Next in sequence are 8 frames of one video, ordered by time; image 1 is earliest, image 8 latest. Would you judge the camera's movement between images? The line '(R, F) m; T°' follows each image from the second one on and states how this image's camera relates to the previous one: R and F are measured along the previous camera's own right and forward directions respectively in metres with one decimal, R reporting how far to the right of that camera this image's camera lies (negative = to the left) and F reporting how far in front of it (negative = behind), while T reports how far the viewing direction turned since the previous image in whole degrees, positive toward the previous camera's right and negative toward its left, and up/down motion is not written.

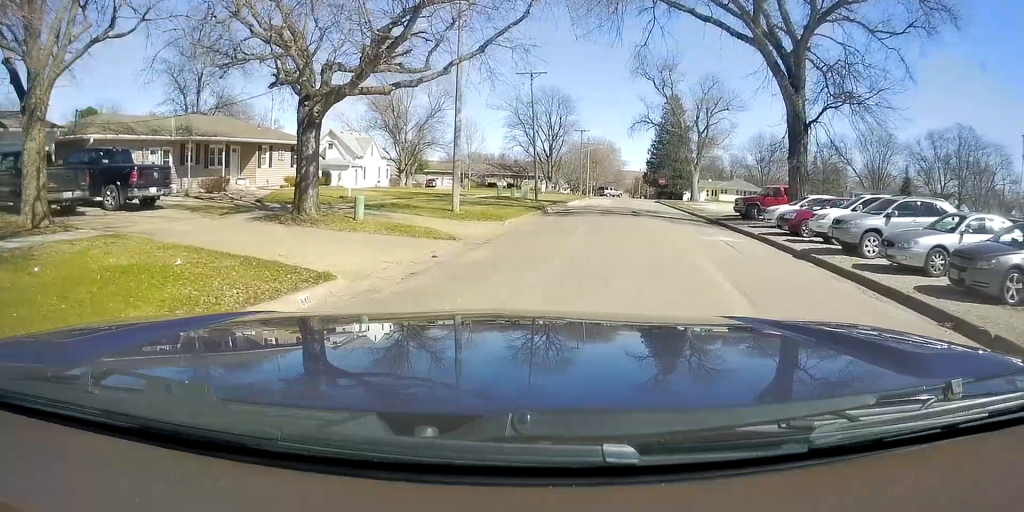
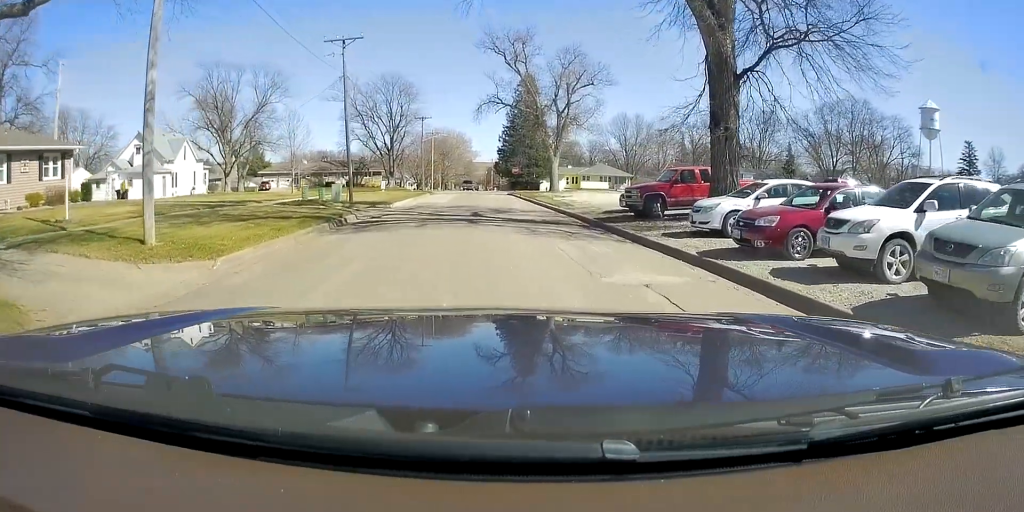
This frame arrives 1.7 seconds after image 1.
(+1.2, +8.8) m; +17°
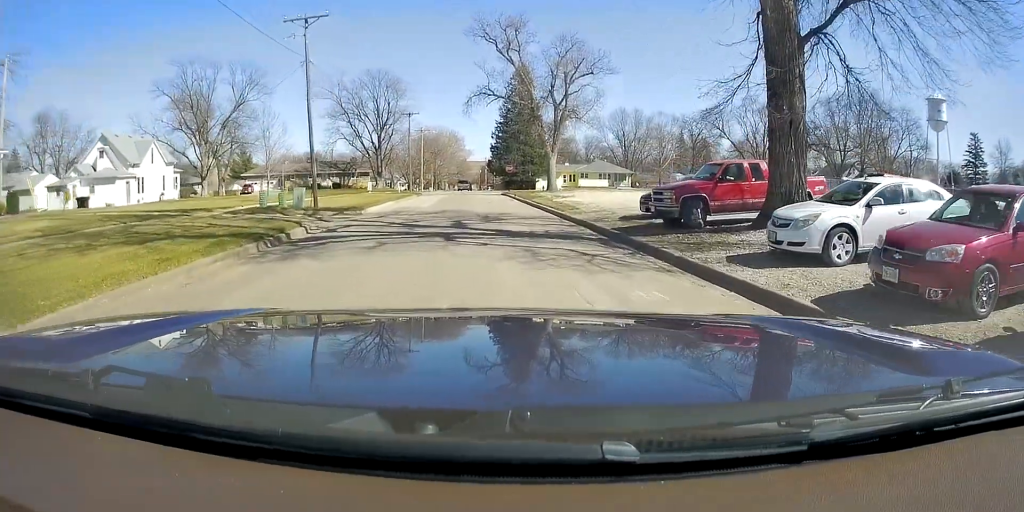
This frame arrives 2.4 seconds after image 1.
(+0.3, +4.7) m; +3°
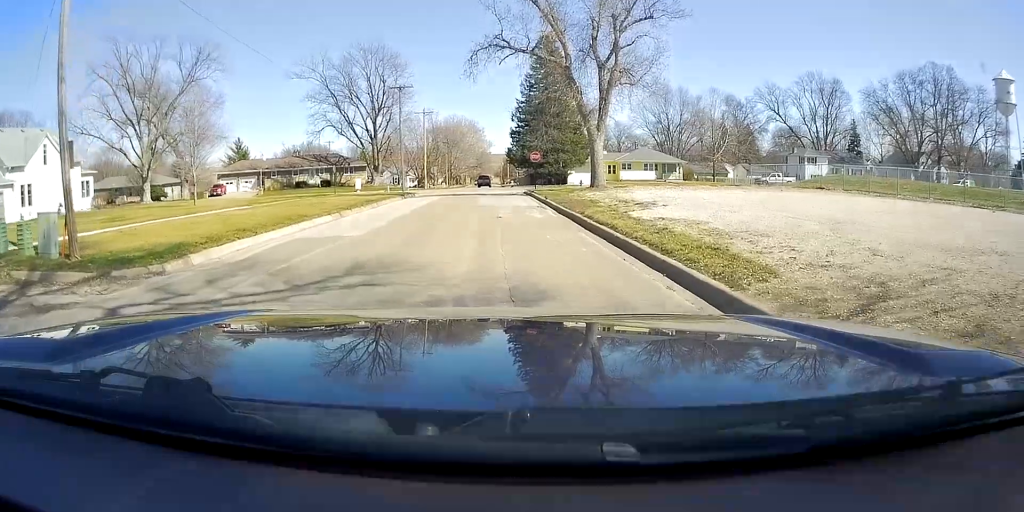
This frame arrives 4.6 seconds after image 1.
(-0.4, +18.1) m; -5°
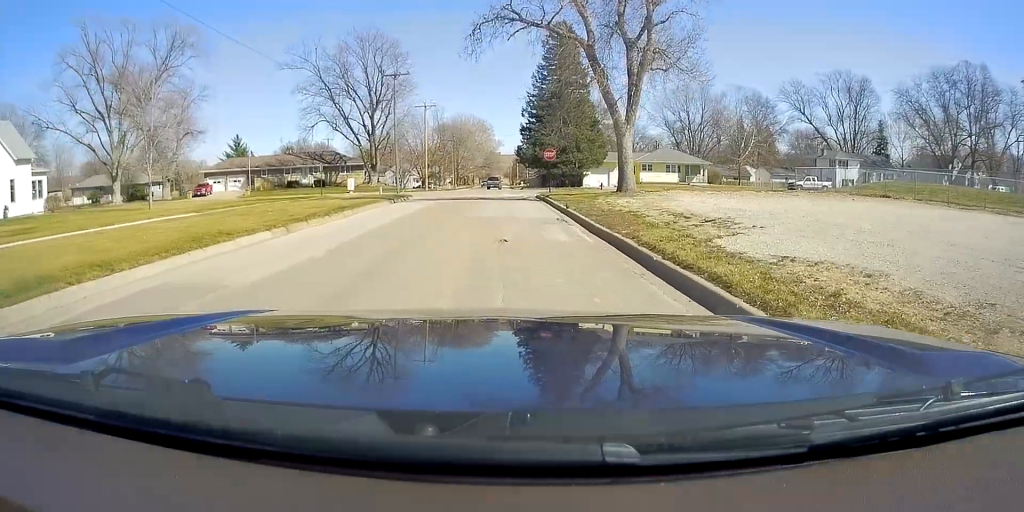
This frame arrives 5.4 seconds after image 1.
(-0.1, +7.4) m; +1°
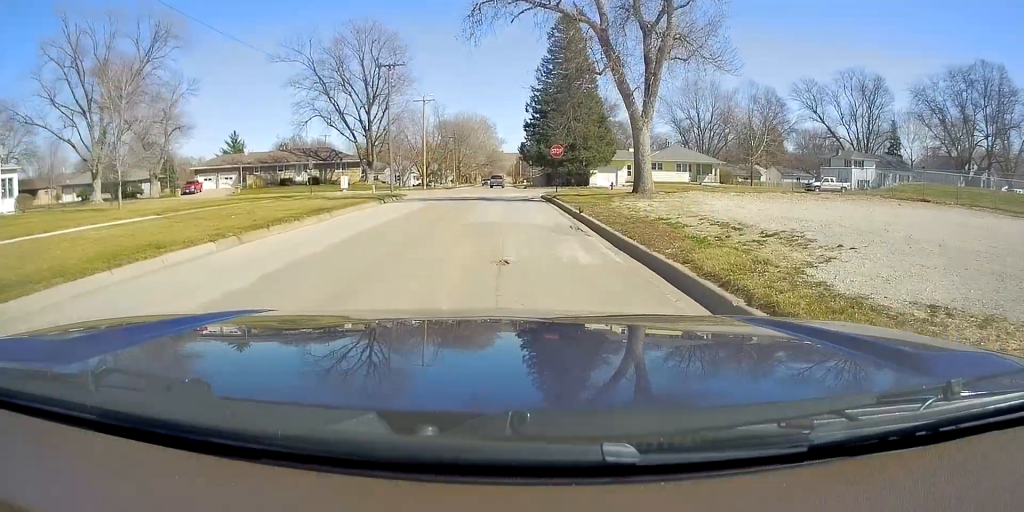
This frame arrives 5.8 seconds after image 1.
(-0.1, +3.8) m; +1°
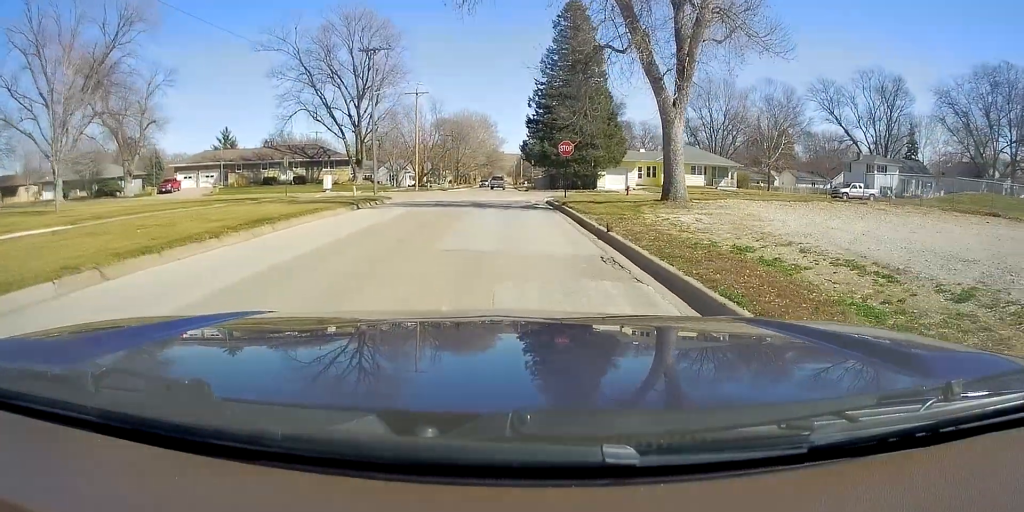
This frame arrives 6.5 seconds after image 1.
(+0.3, +6.1) m; 0°
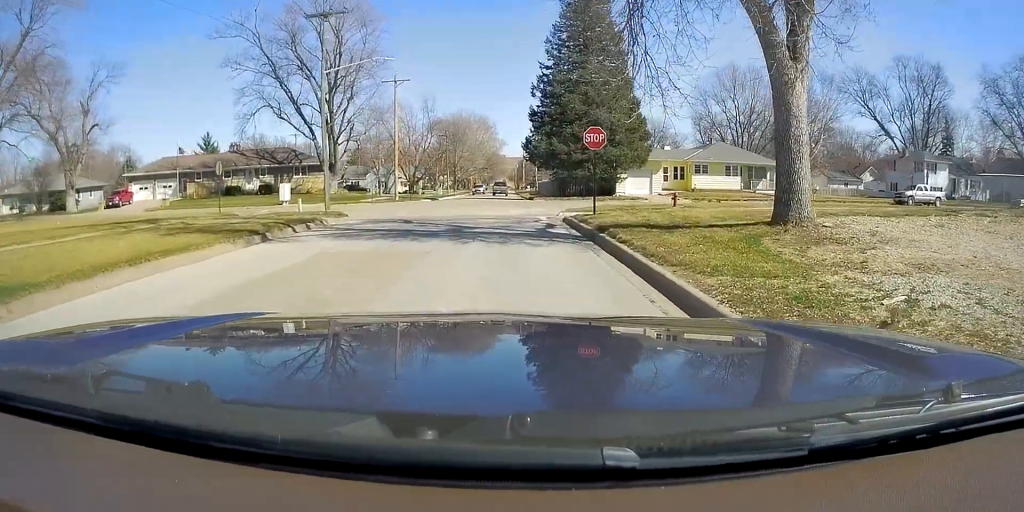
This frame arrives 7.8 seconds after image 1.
(-0.2, +11.7) m; -3°
